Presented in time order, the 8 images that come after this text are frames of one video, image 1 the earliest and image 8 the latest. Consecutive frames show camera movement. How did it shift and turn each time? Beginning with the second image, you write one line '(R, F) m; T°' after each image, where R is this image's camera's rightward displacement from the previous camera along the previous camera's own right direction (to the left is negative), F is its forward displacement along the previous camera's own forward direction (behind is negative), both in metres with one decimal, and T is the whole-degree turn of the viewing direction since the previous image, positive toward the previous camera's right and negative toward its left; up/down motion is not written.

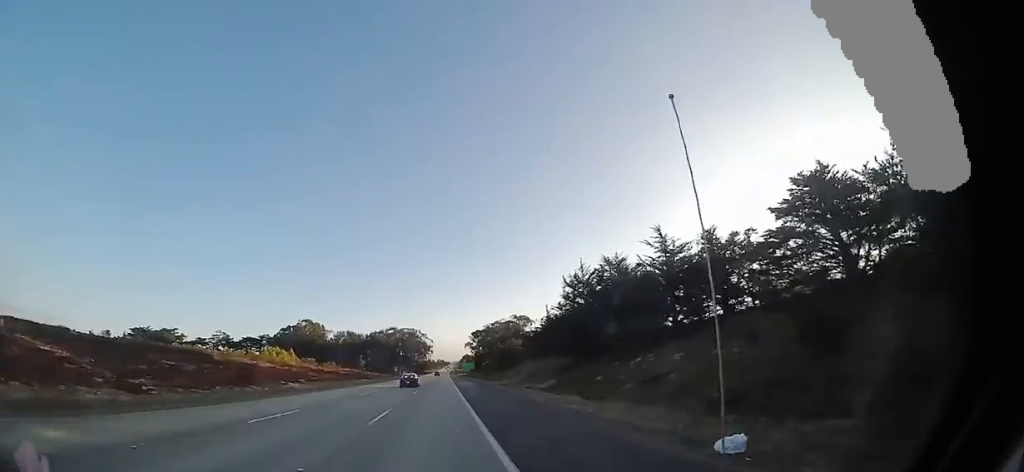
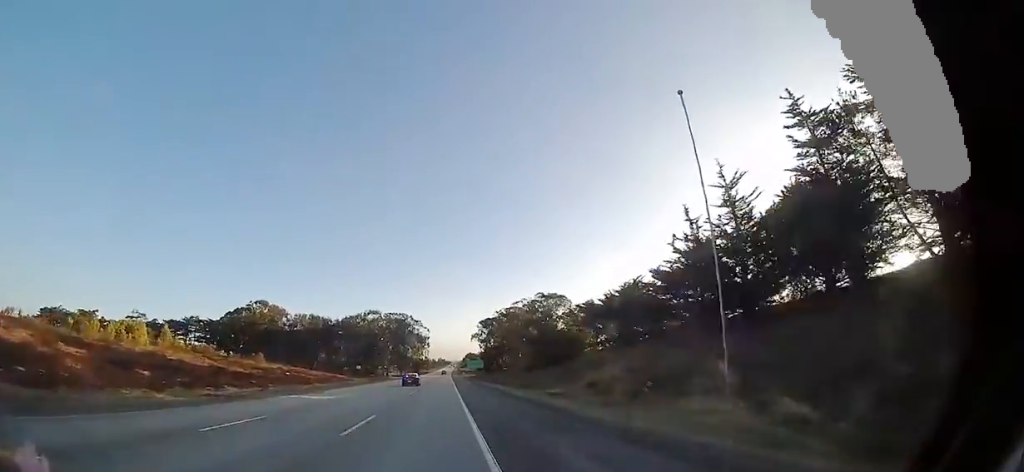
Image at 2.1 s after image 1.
(+0.4, +45.9) m; +1°
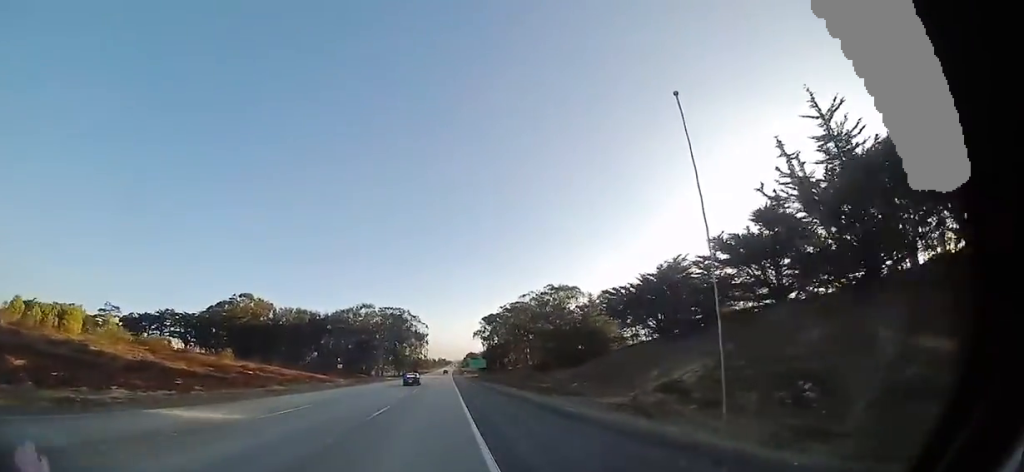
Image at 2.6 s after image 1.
(0.0, +10.9) m; 0°
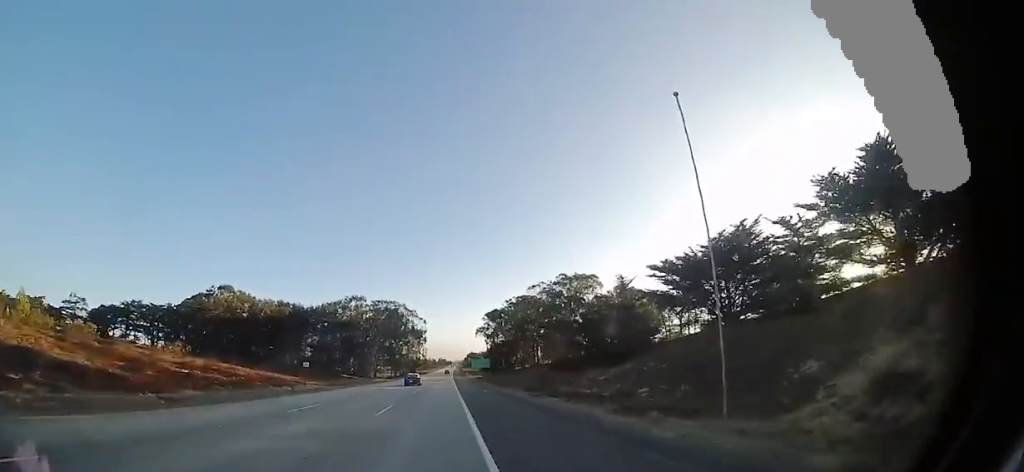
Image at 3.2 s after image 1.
(0.0, +12.4) m; 0°
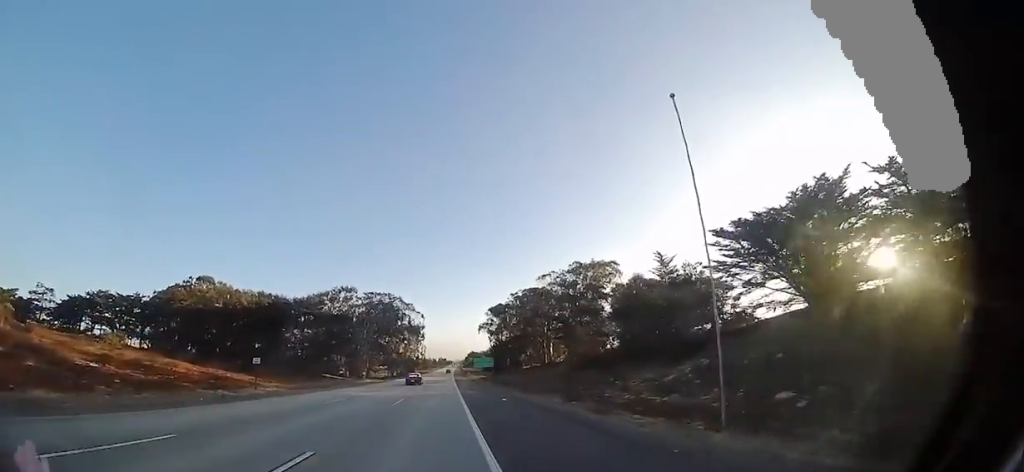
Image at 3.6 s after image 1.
(0.0, +10.6) m; 0°
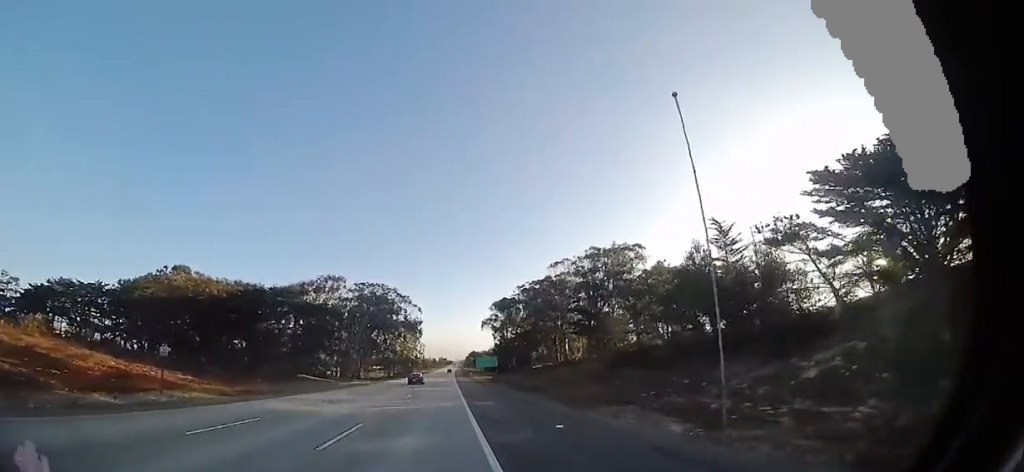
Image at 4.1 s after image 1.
(0.0, +10.6) m; 0°
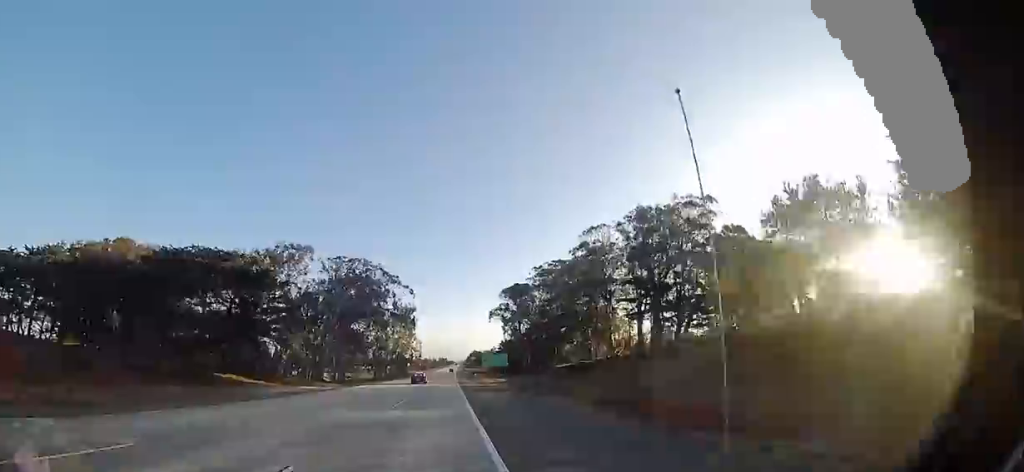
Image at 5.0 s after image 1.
(0.0, +20.1) m; -1°
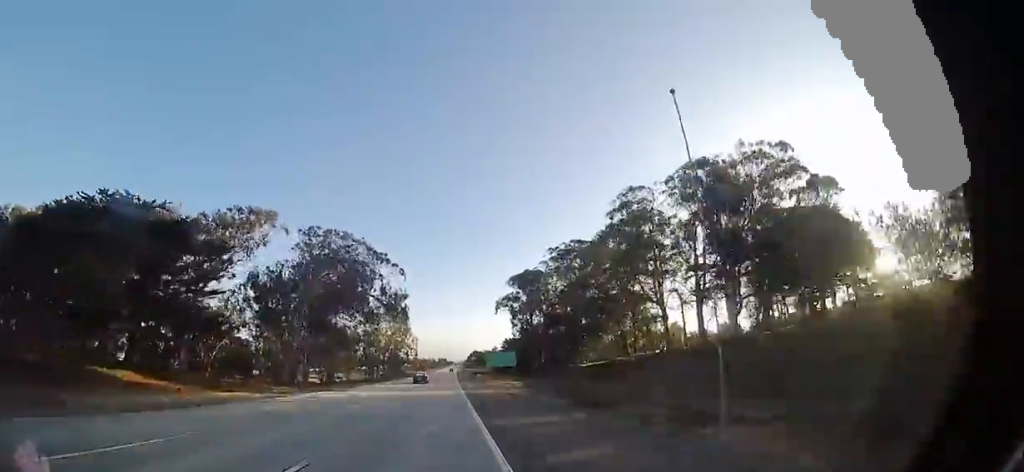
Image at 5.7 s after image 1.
(-0.1, +13.9) m; 0°
